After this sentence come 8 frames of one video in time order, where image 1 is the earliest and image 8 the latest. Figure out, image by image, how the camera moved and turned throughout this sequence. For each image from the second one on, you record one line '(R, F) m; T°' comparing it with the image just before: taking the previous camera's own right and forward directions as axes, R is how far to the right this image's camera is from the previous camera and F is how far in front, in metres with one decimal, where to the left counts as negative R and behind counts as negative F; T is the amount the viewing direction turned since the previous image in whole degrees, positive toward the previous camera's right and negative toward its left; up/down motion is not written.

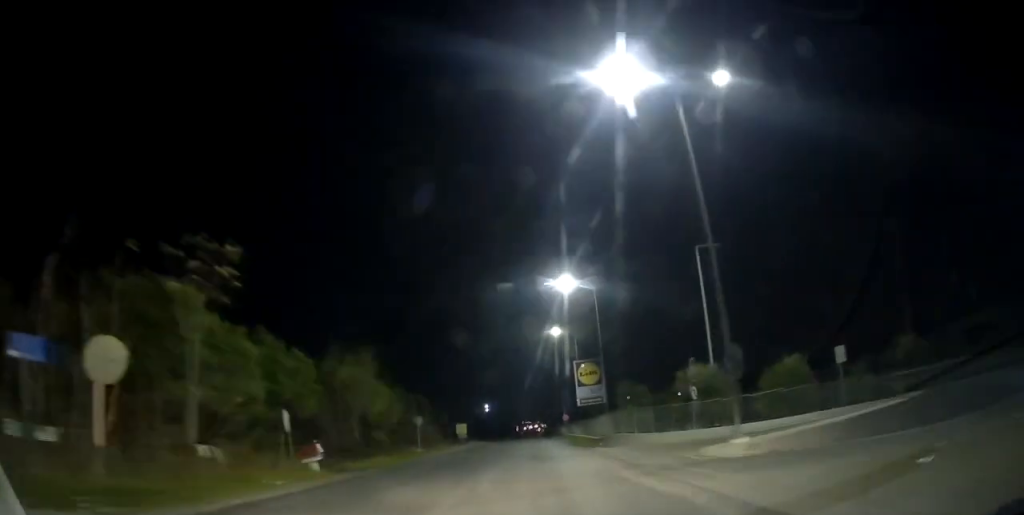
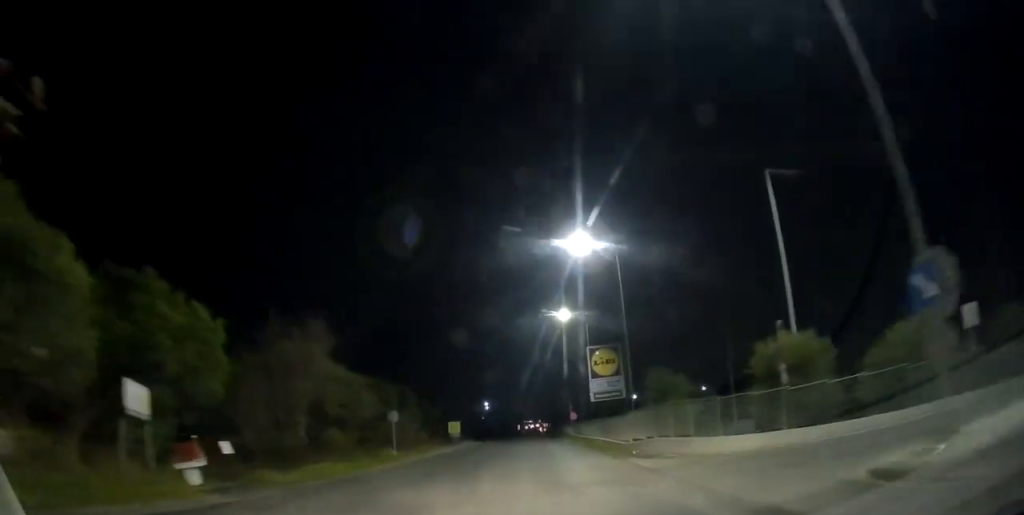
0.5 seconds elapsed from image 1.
(0.0, +7.8) m; 0°
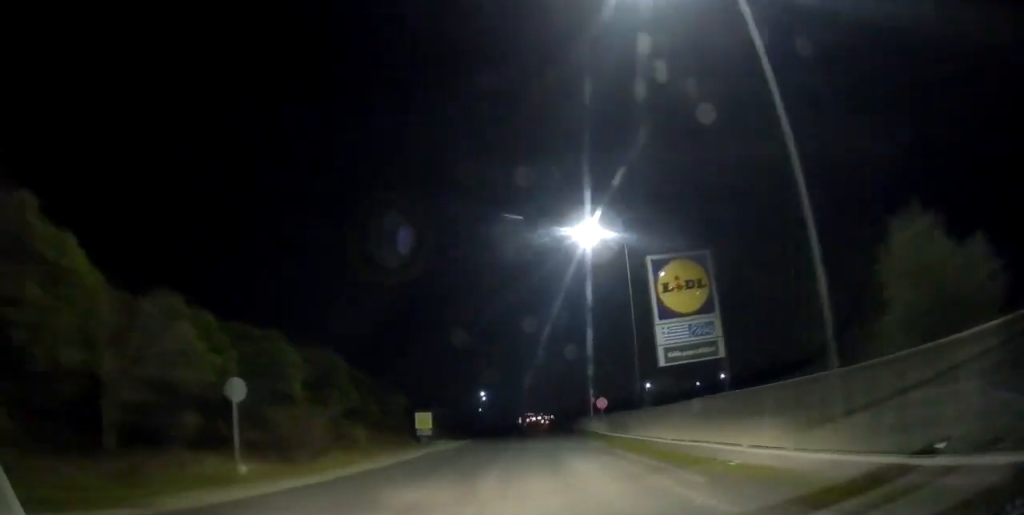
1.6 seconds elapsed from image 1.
(0.0, +18.6) m; 0°
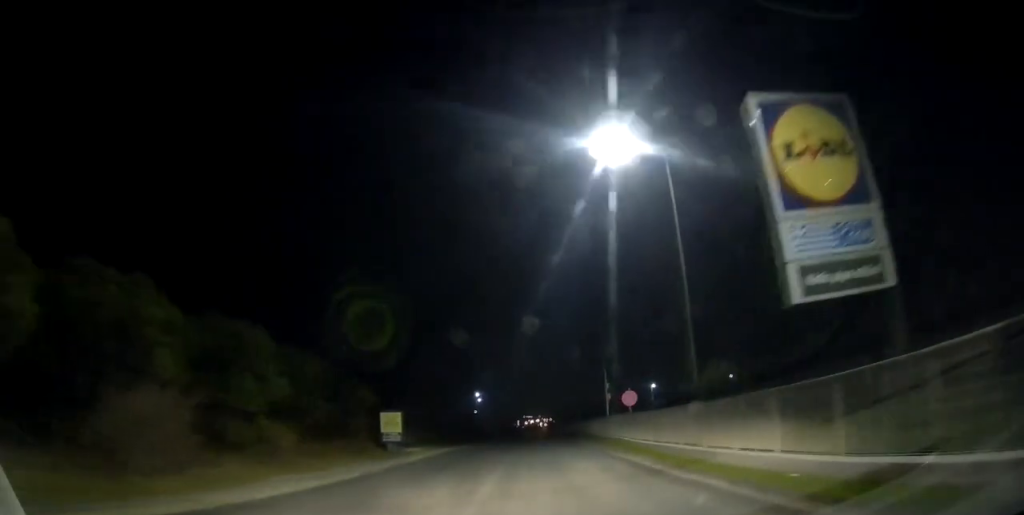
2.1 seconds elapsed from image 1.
(0.0, +9.5) m; 0°
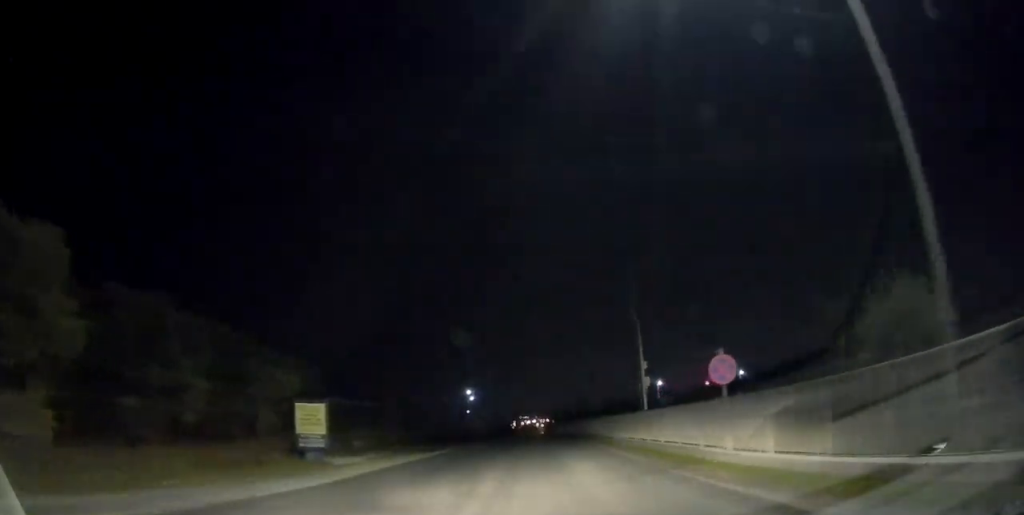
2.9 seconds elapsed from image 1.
(0.0, +11.7) m; 0°
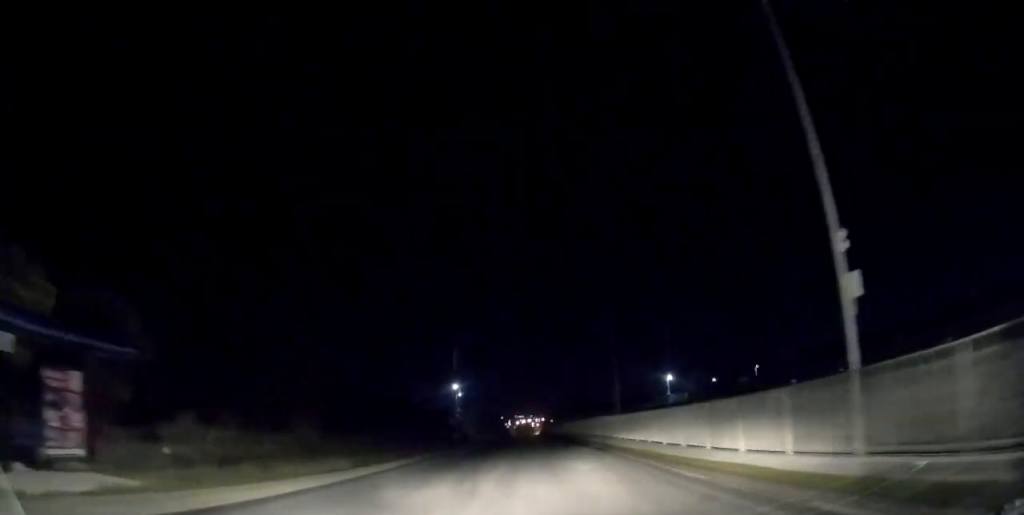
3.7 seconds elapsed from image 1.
(0.0, +14.8) m; +1°
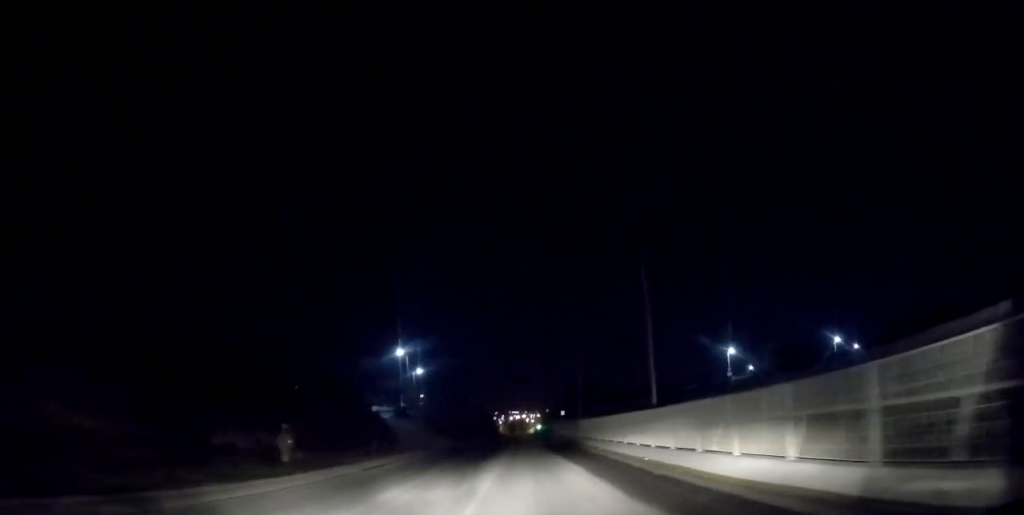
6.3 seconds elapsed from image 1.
(+0.5, +43.1) m; -1°
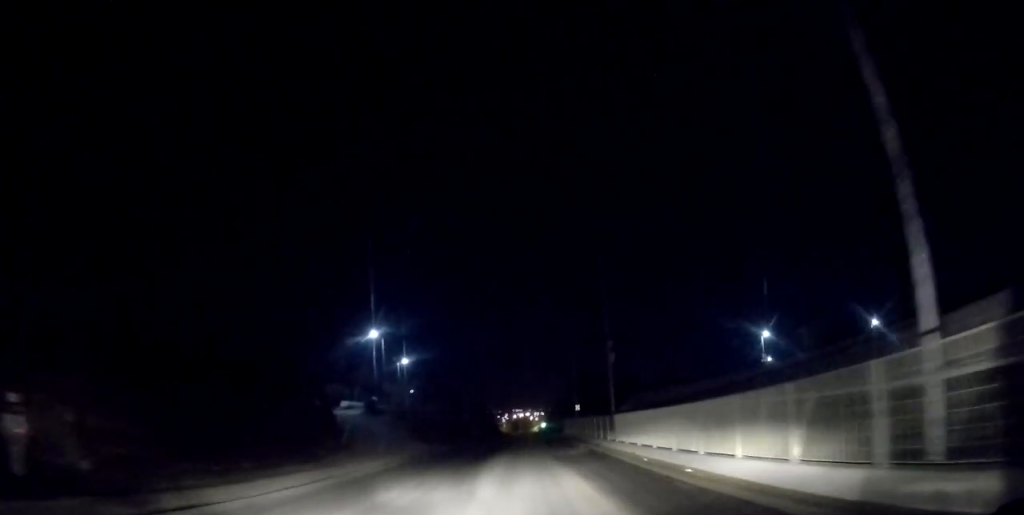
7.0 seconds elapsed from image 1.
(0.0, +12.5) m; 0°
